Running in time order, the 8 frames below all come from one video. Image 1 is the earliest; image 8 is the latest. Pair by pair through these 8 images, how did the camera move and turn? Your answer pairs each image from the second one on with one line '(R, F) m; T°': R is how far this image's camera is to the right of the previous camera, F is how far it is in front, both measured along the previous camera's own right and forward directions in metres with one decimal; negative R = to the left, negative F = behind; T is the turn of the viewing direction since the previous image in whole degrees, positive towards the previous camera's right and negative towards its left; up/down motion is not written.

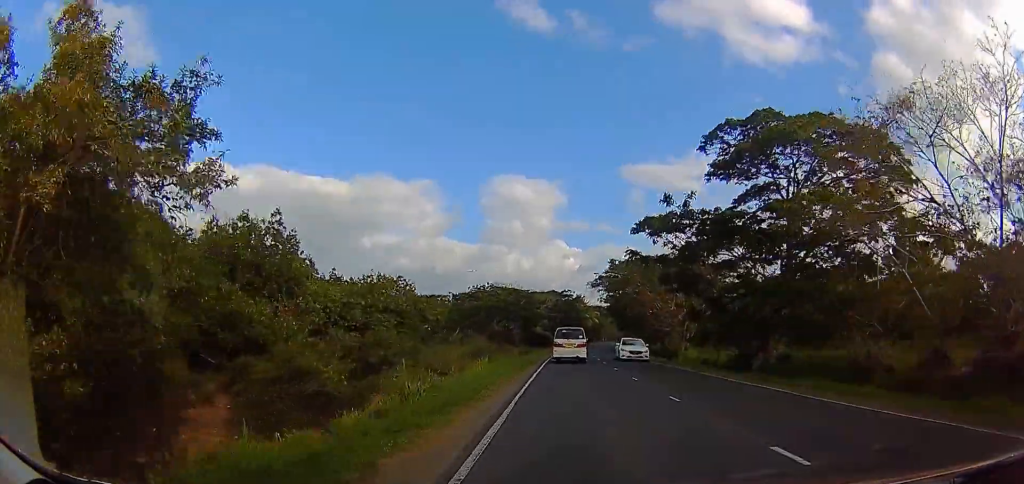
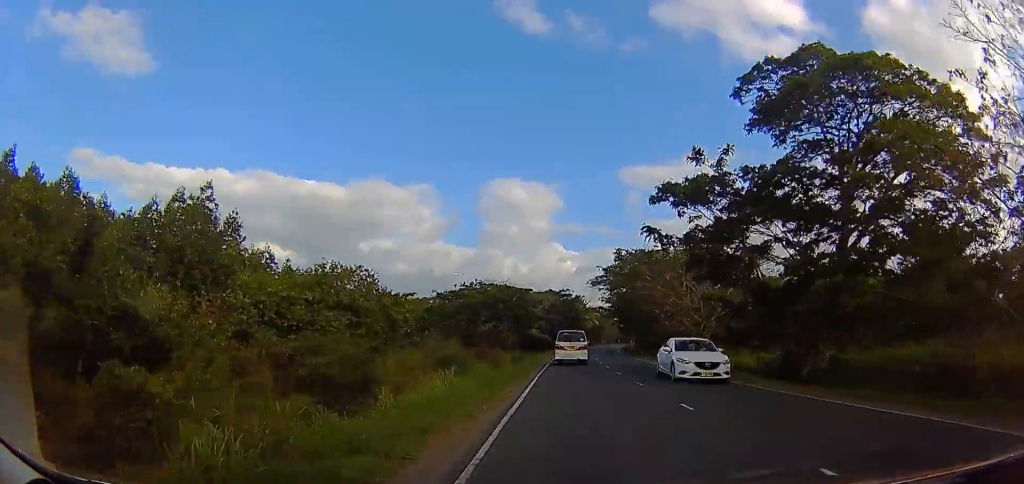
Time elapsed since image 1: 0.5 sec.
(-0.2, +7.2) m; -1°
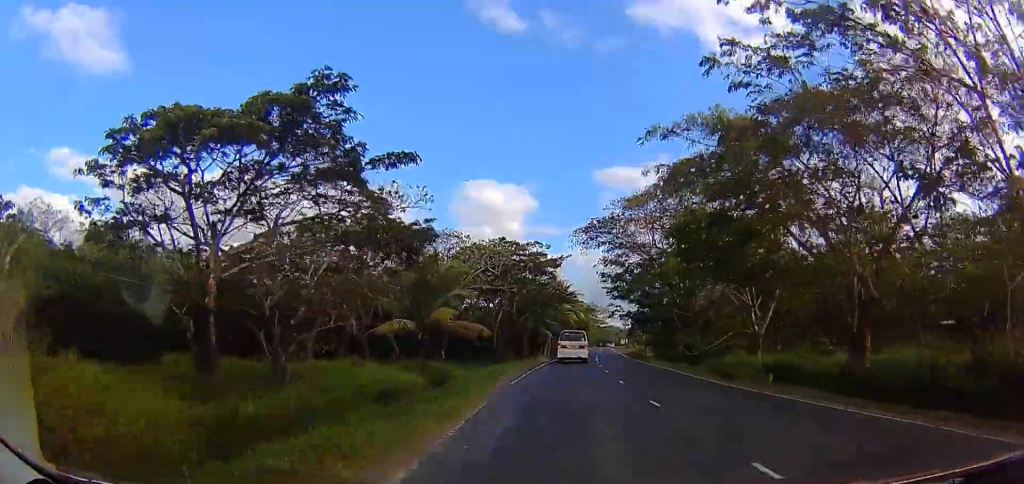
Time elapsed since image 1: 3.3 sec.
(-0.1, +37.4) m; +2°
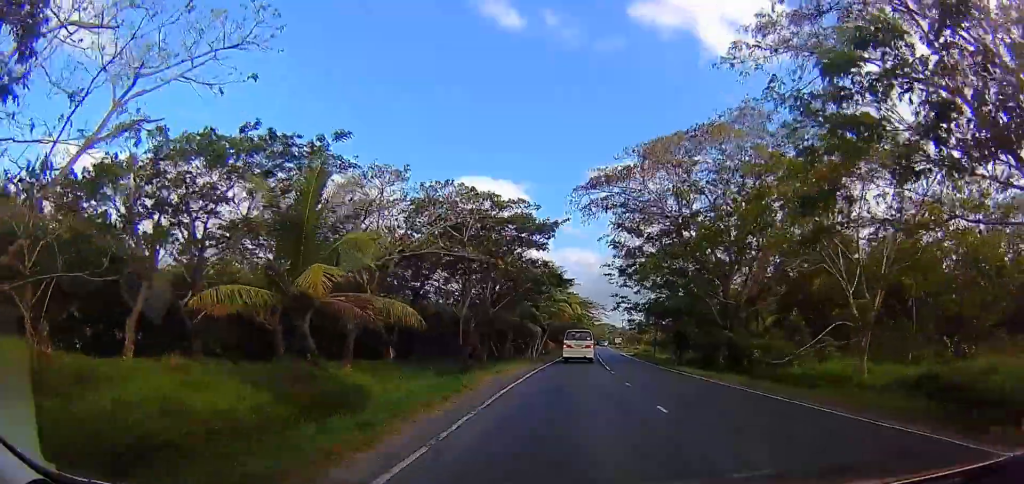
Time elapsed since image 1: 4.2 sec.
(+0.3, +9.5) m; +3°
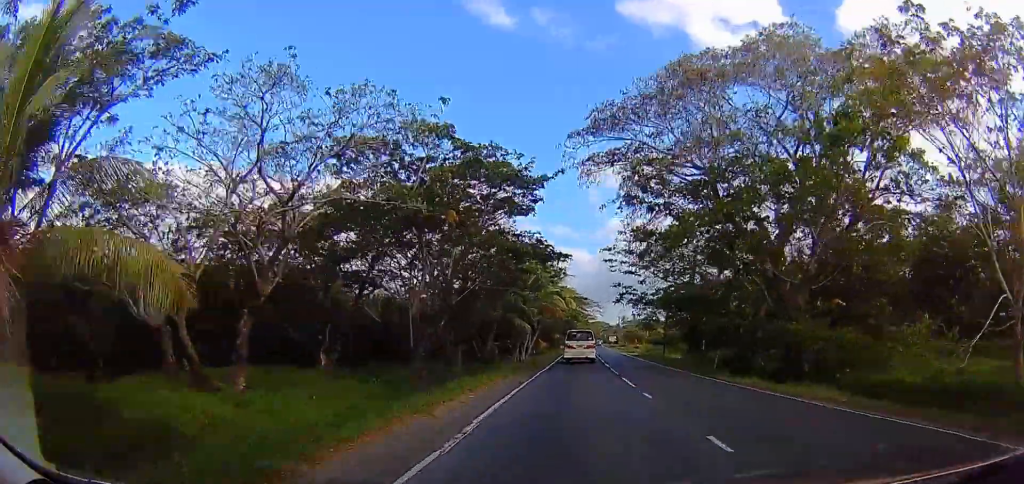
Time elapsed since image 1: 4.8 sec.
(+0.1, +6.8) m; +2°
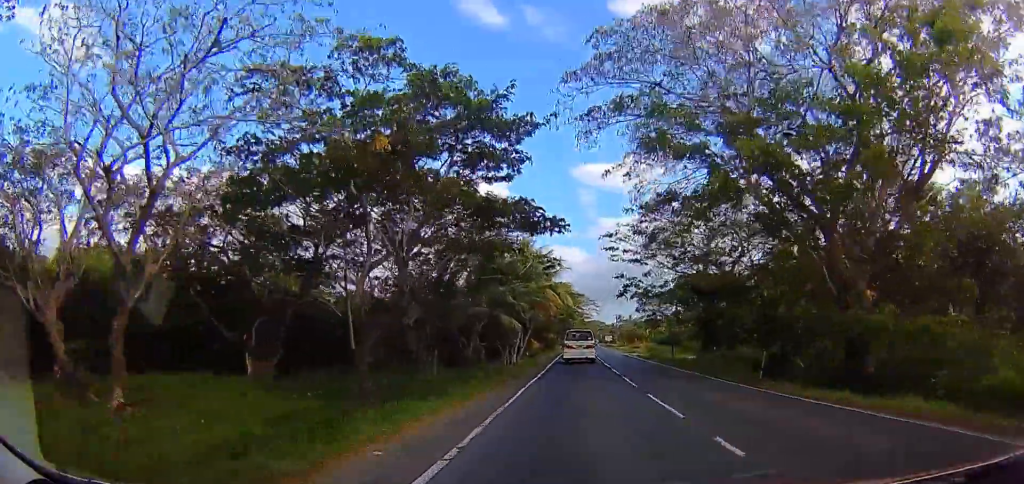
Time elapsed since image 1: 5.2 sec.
(+0.1, +4.4) m; 0°
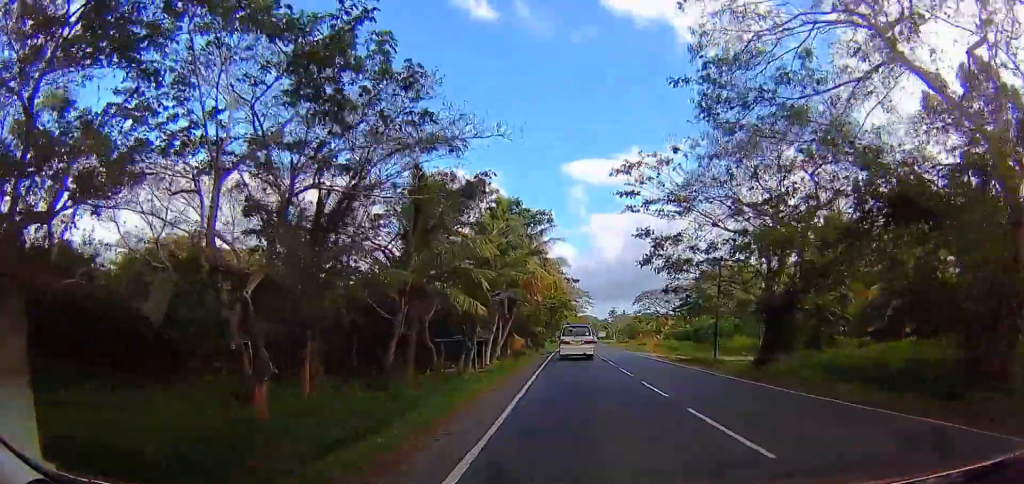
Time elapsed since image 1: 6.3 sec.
(+0.1, +11.9) m; 0°
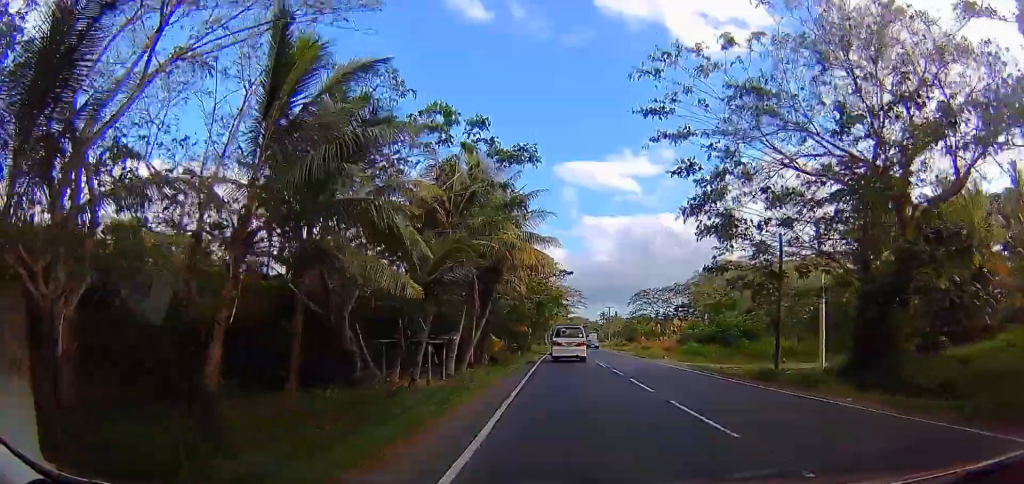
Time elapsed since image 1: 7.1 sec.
(0.0, +9.8) m; 0°
